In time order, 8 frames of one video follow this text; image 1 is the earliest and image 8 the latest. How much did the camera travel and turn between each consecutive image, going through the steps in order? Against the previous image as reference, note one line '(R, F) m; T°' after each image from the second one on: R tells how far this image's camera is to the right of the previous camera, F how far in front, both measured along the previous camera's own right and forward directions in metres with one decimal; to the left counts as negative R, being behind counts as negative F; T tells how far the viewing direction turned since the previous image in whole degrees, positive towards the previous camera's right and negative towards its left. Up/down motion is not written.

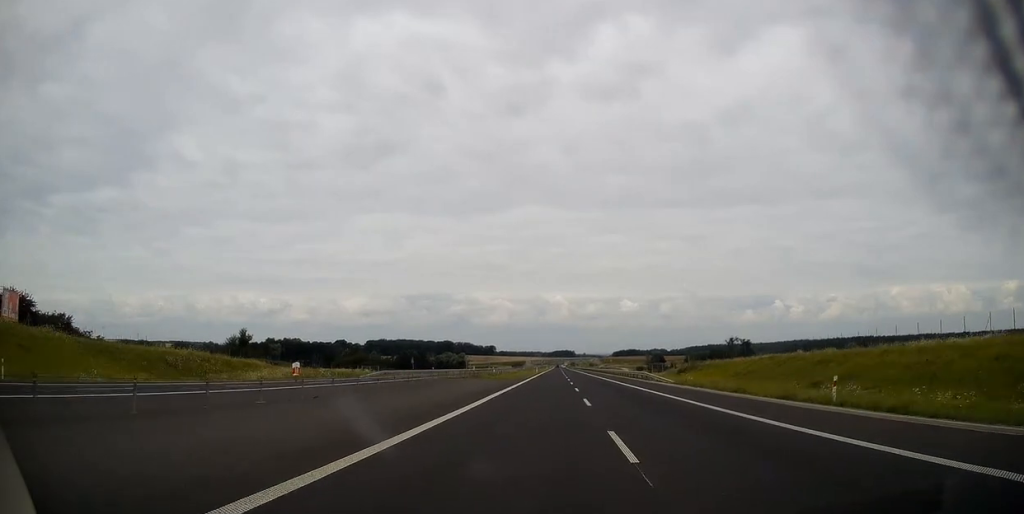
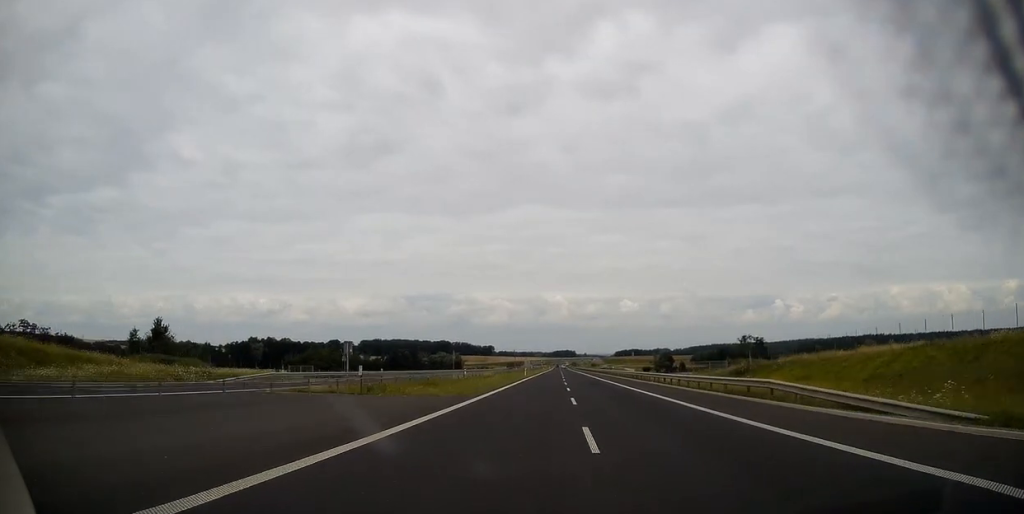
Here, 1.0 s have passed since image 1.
(-0.1, +34.3) m; 0°
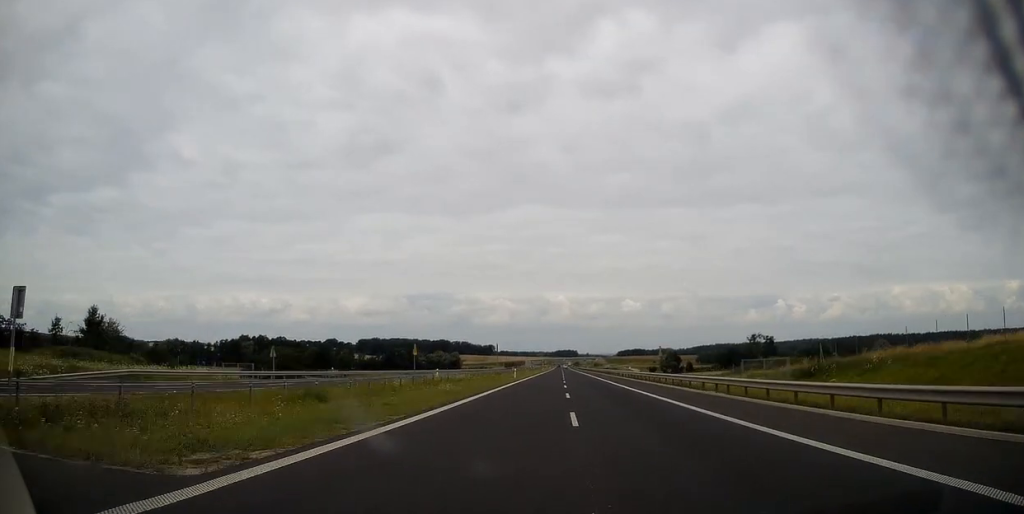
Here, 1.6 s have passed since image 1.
(0.0, +18.8) m; 0°
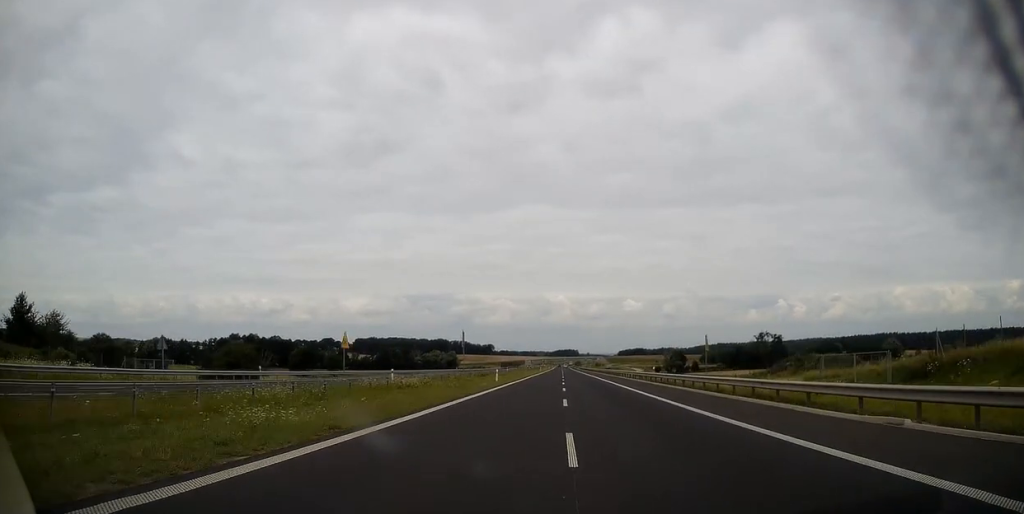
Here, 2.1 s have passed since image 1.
(0.0, +16.0) m; 0°
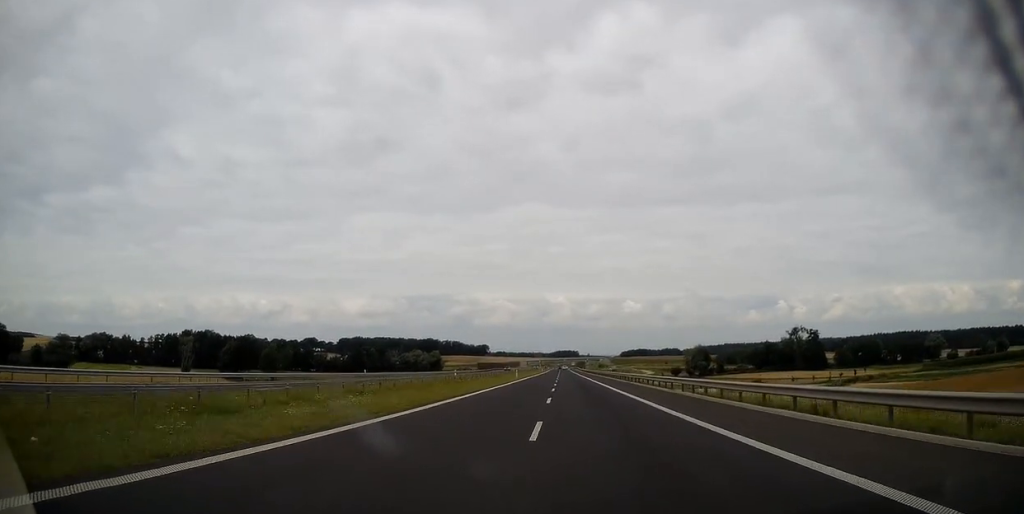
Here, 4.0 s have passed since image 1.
(0.0, +54.8) m; 0°
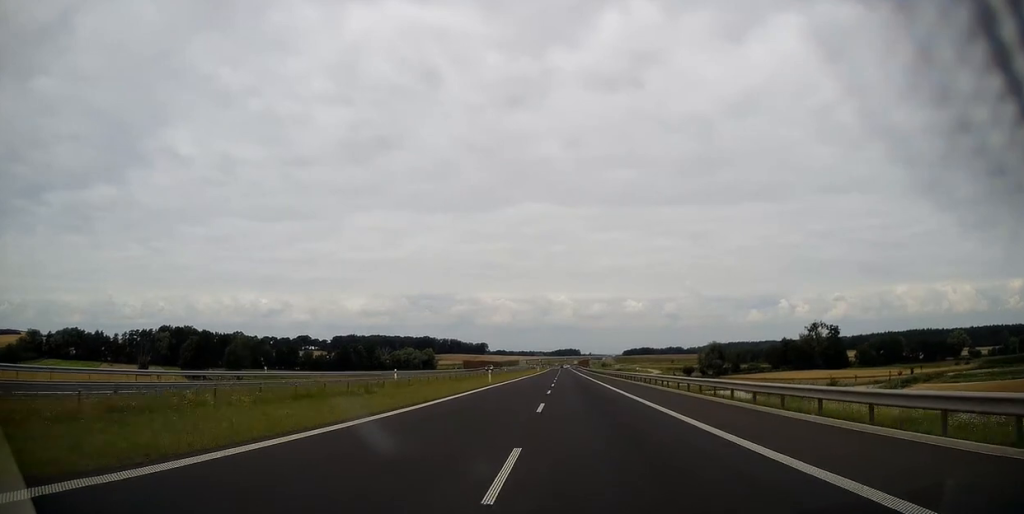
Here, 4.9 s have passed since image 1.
(0.0, +21.0) m; 0°
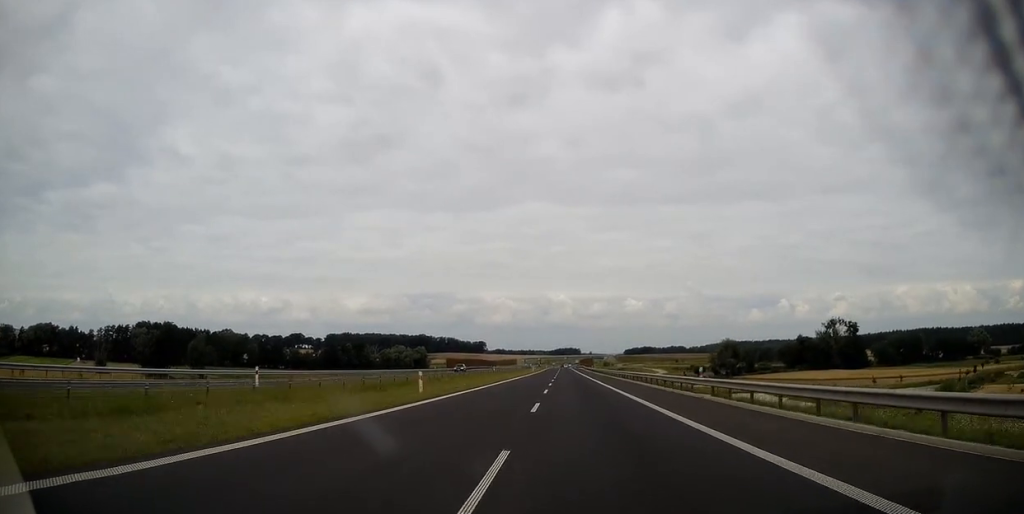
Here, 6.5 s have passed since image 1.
(0.0, +47.6) m; 0°
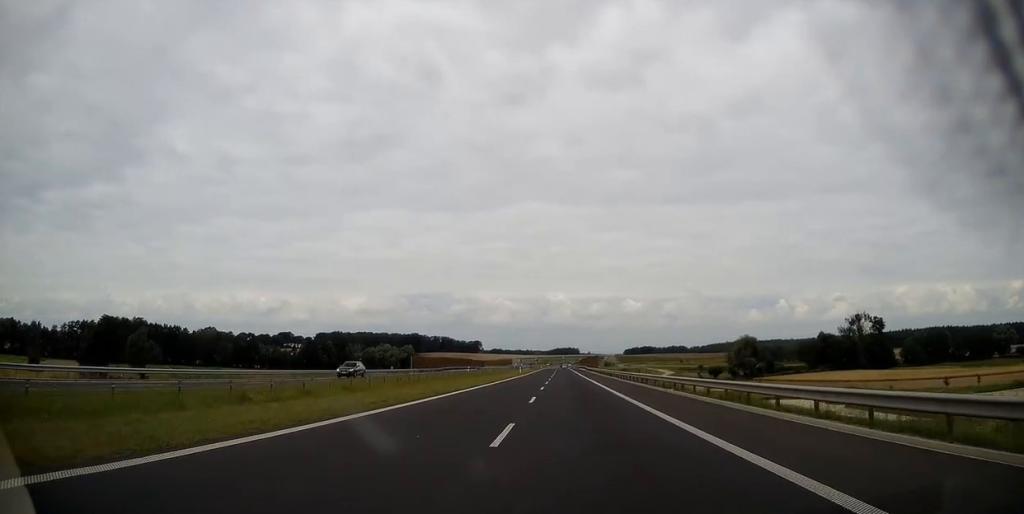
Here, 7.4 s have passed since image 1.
(+0.1, +29.4) m; 0°
